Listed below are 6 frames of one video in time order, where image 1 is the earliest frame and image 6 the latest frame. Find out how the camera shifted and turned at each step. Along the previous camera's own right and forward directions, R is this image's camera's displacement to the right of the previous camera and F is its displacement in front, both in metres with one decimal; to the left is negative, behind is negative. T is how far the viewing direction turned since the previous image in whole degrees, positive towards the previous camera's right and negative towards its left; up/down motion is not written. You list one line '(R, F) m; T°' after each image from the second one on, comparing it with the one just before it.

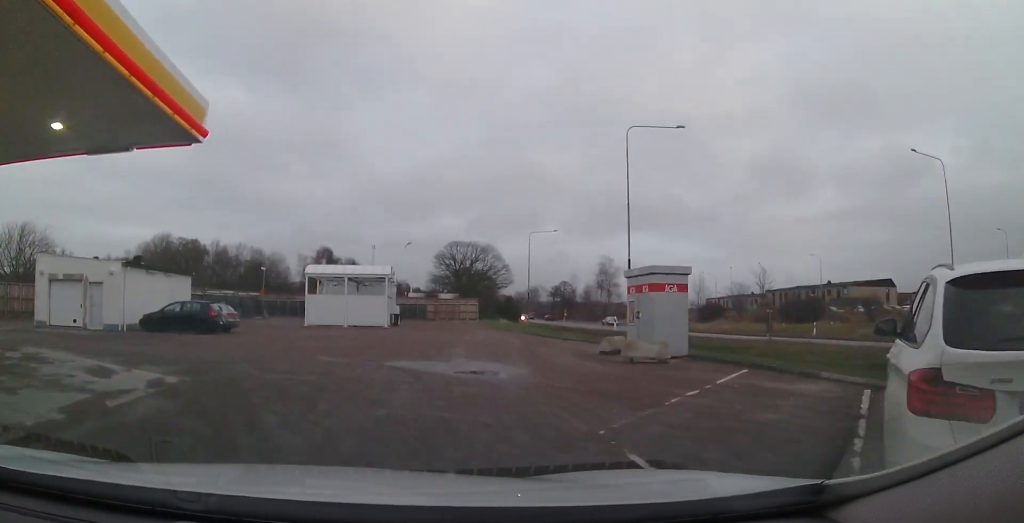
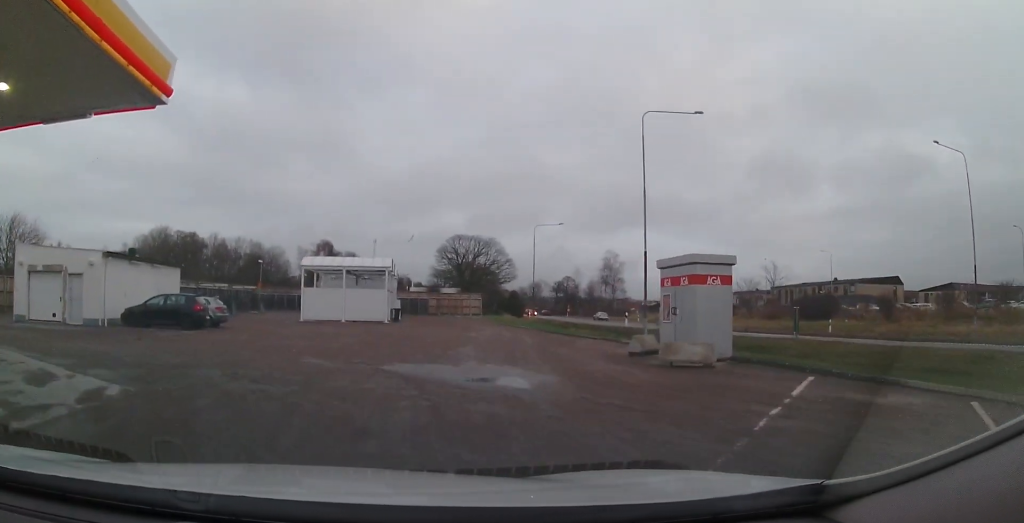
(0.0, +2.2) m; 0°
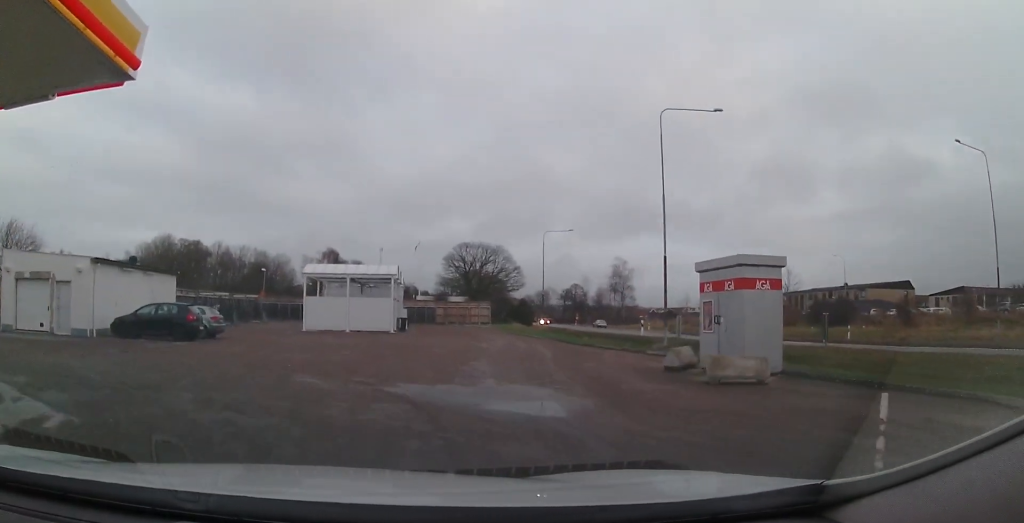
(0.0, +1.7) m; 0°
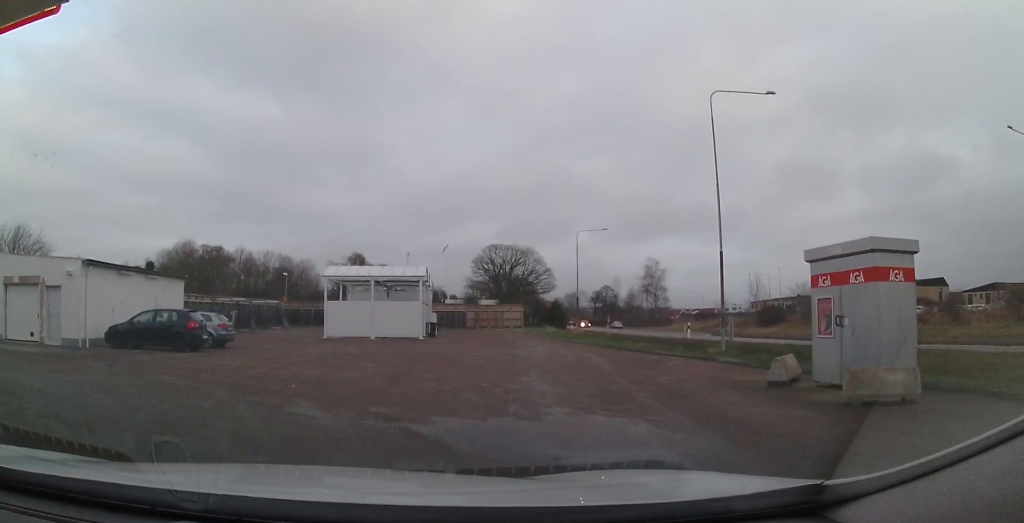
(0.0, +2.7) m; -6°
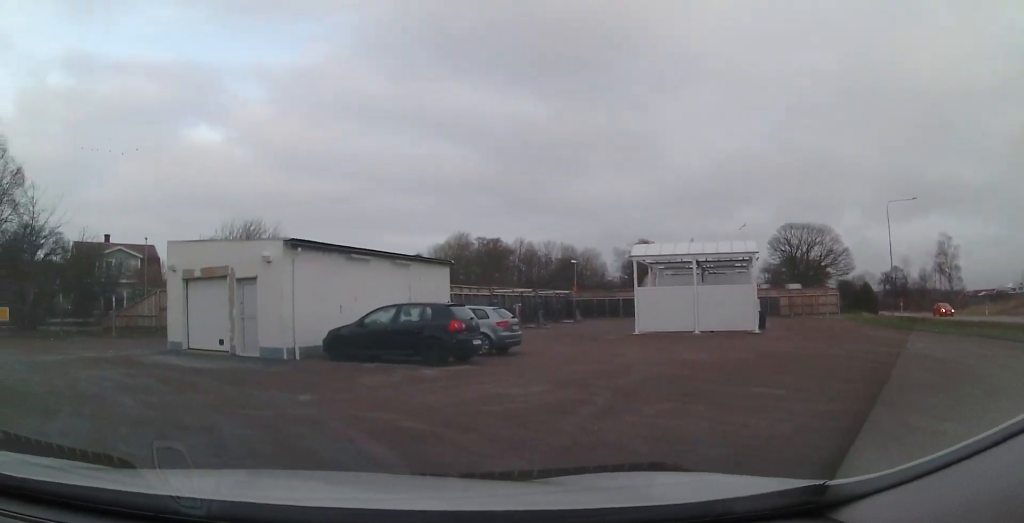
(-1.6, +7.6) m; -34°
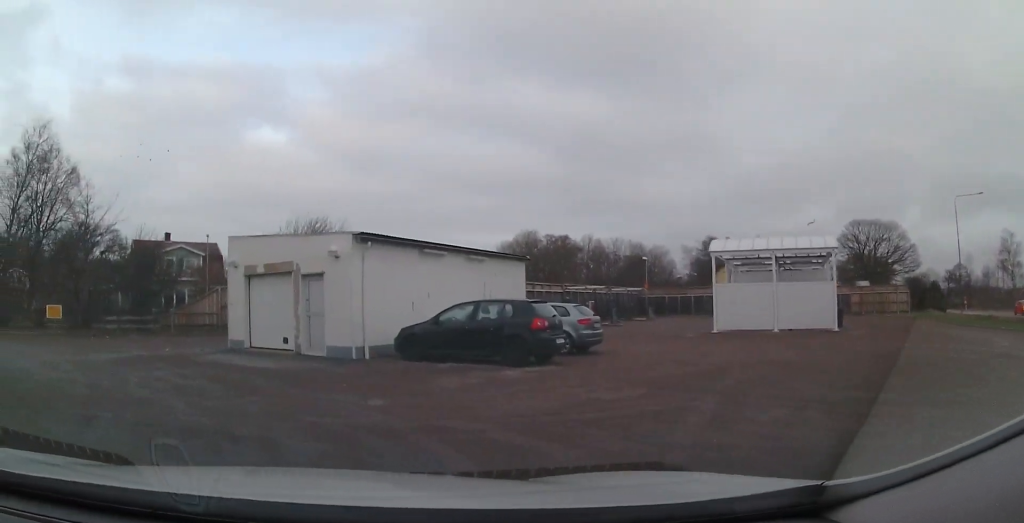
(-0.2, +1.2) m; -17°
